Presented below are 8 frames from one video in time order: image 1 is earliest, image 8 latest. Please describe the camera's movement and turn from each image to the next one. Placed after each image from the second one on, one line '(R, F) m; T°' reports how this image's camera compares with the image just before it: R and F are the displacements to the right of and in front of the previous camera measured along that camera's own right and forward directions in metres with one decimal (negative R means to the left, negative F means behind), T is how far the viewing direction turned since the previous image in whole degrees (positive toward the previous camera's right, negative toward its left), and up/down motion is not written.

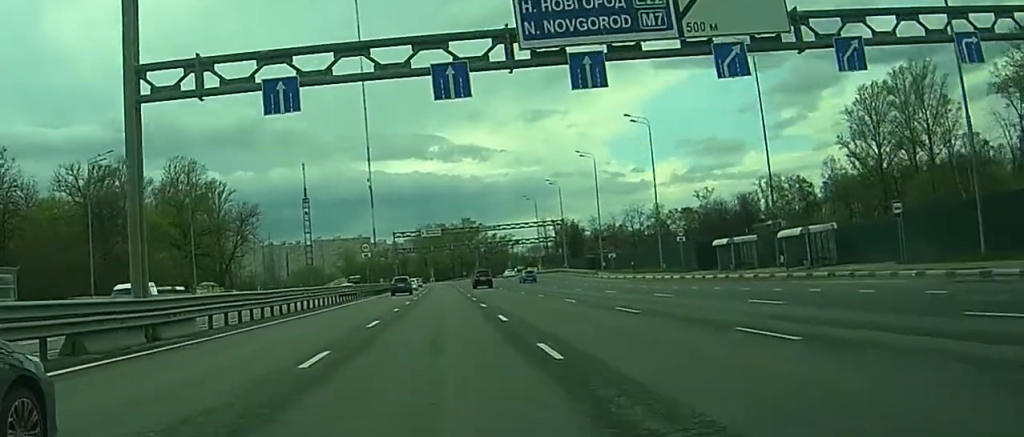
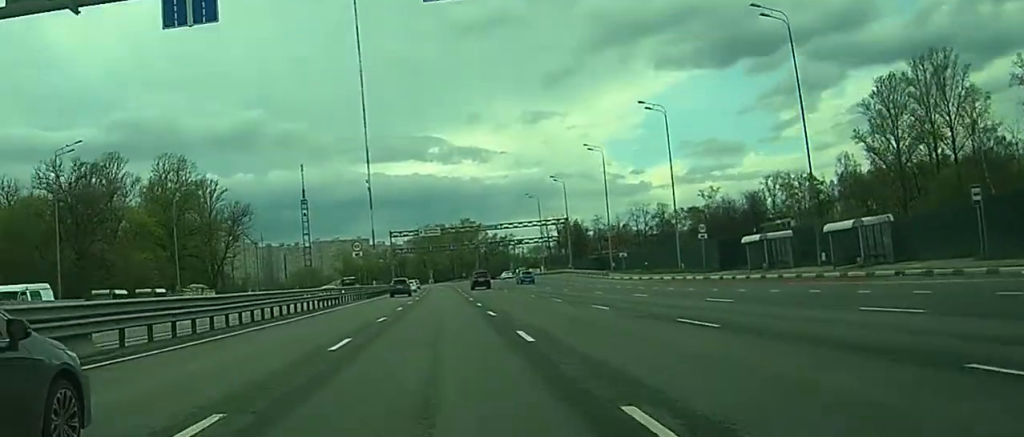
(0.0, +7.1) m; 0°
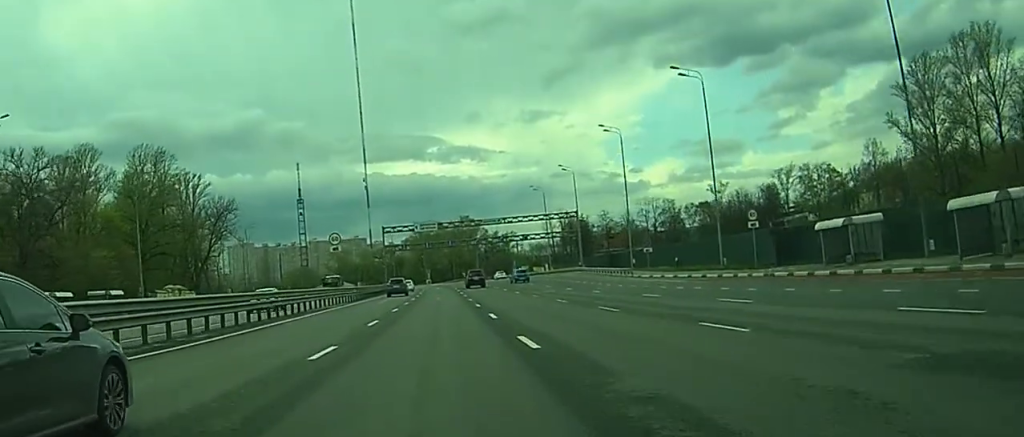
(0.0, +14.0) m; 0°
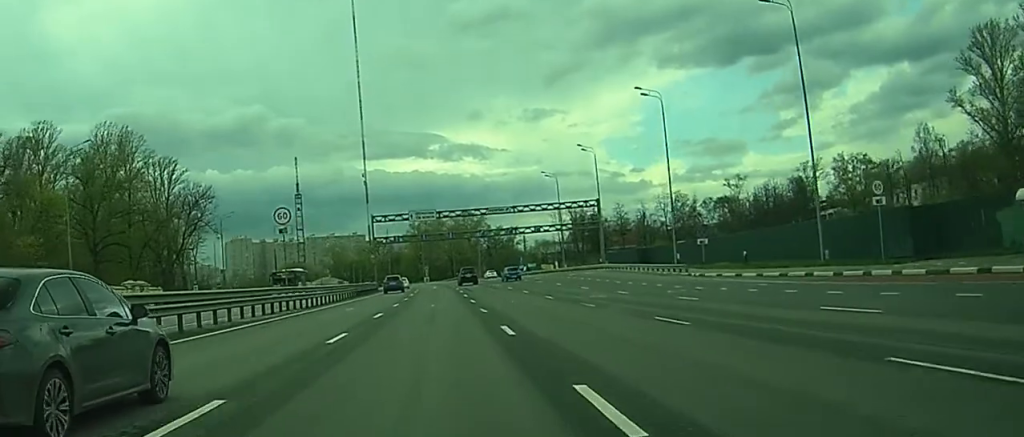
(-0.1, +23.0) m; -1°
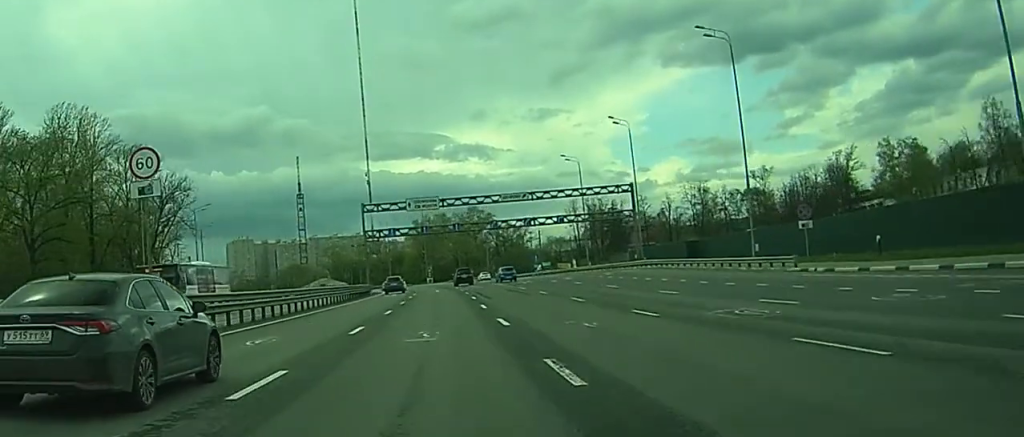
(-0.2, +23.4) m; -1°
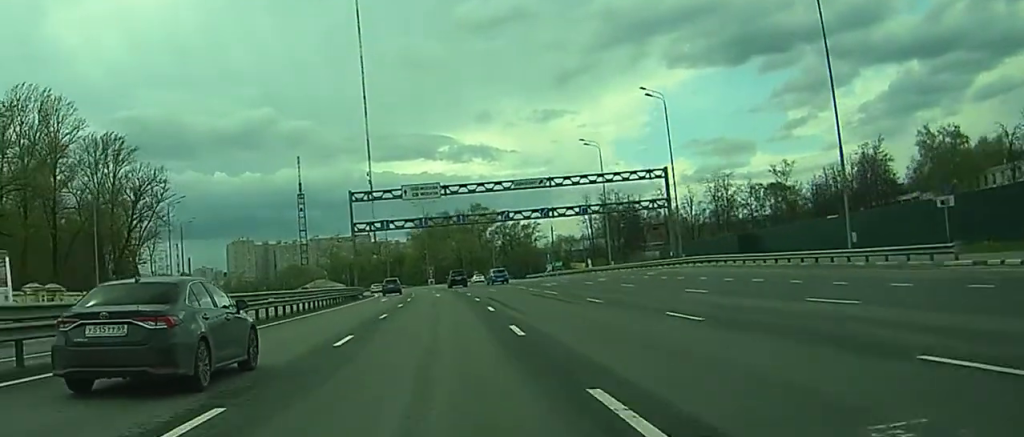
(-0.1, +16.9) m; 0°
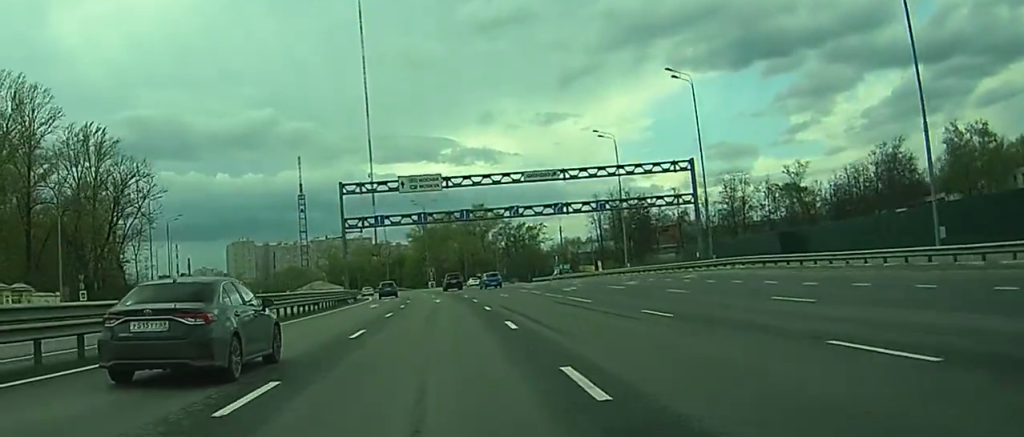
(0.0, +9.8) m; 0°
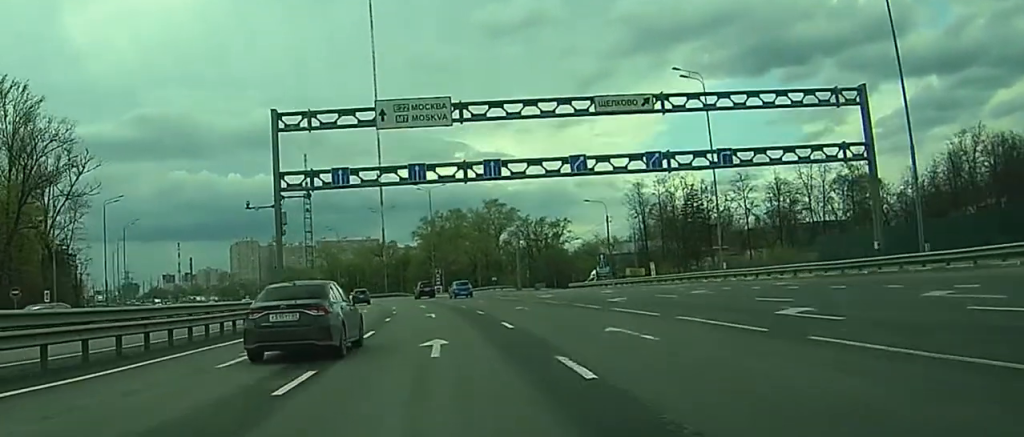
(-0.3, +34.4) m; 0°
